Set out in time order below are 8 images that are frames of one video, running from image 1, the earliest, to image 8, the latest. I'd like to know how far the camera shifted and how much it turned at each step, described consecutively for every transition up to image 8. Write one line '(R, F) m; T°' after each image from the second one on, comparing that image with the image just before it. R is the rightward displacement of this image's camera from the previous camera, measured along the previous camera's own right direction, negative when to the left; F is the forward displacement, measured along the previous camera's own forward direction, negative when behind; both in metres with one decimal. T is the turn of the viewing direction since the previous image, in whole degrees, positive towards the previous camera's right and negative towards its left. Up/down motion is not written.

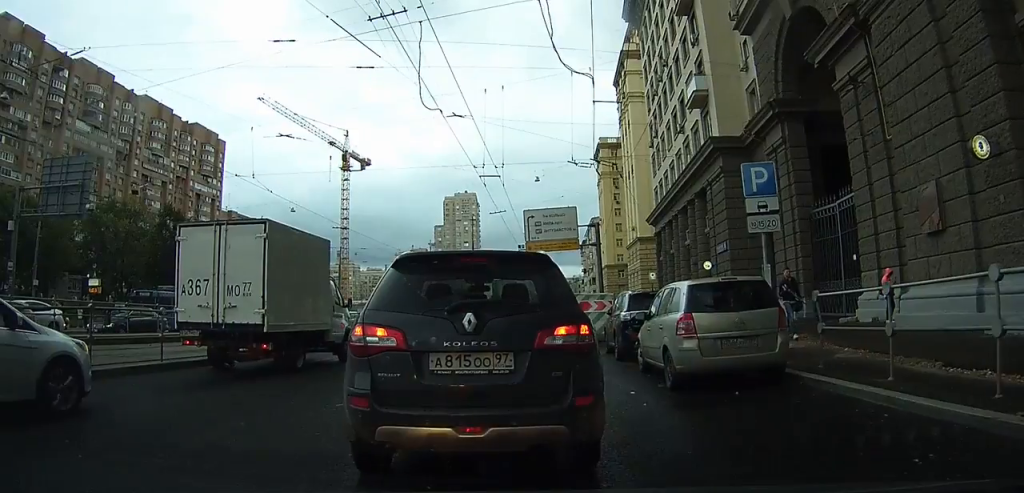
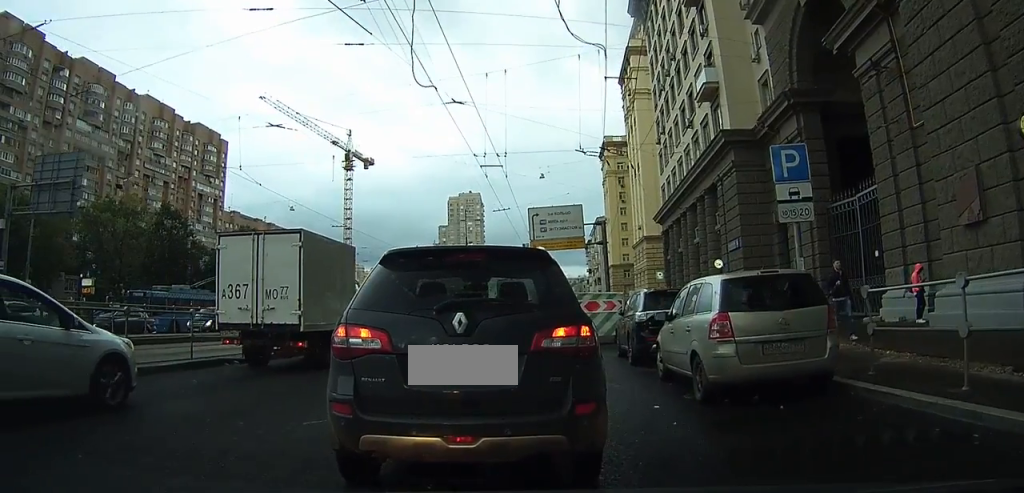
(0.0, +1.2) m; 0°
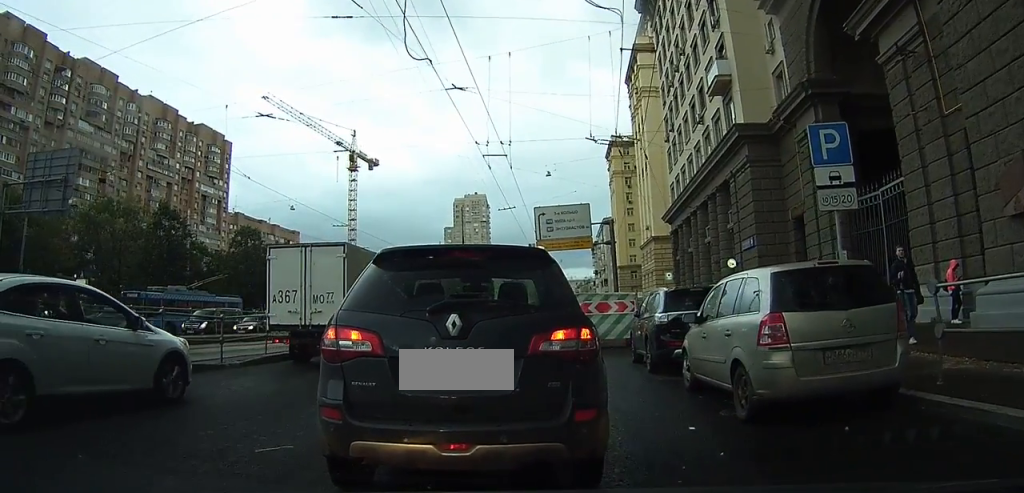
(0.0, +1.4) m; +2°
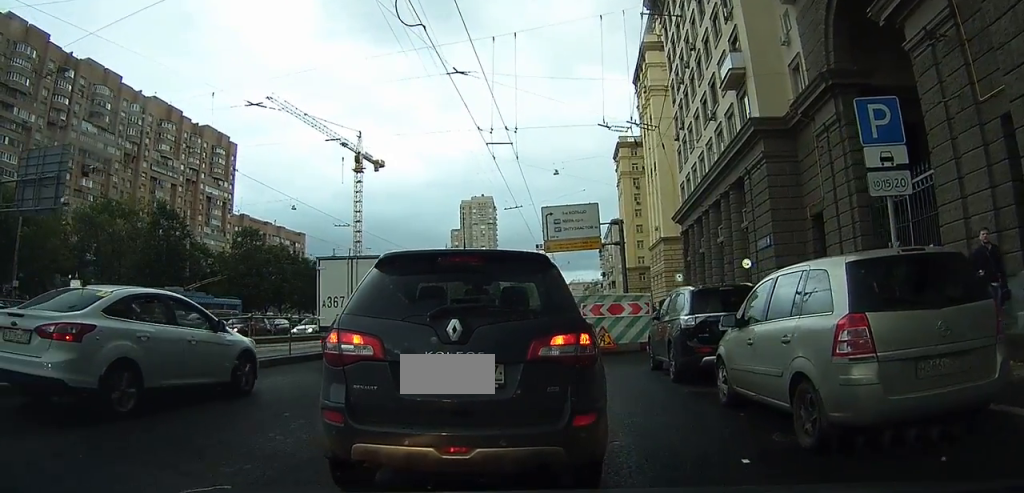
(0.0, +1.4) m; +3°
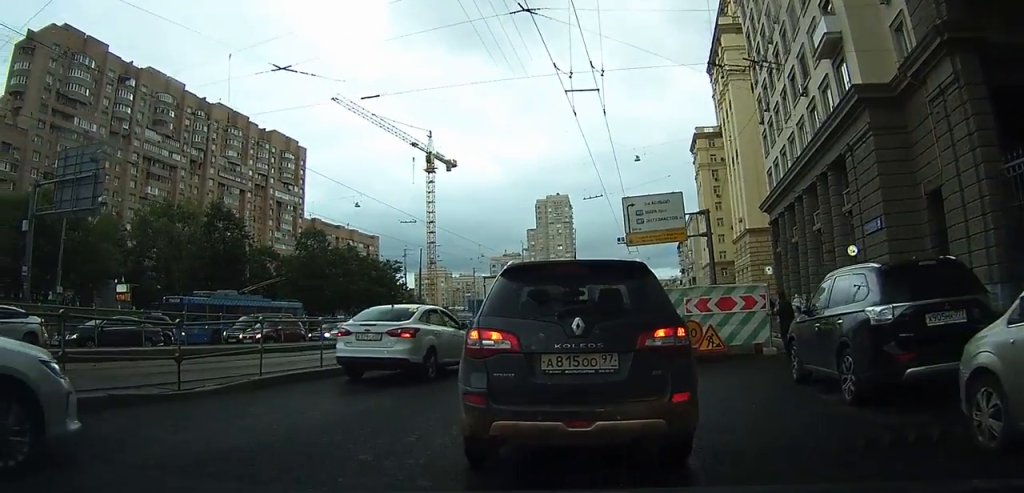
(0.0, +3.5) m; -3°
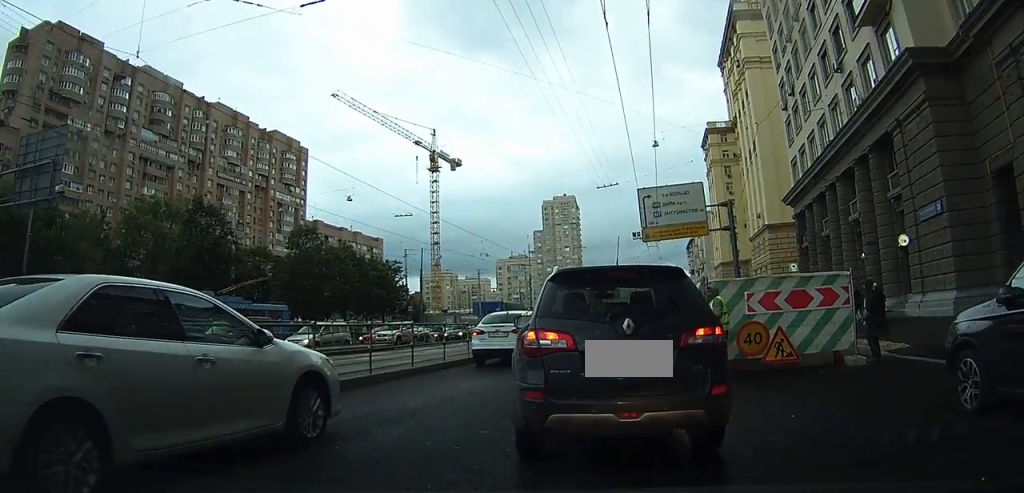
(0.0, +3.7) m; -3°
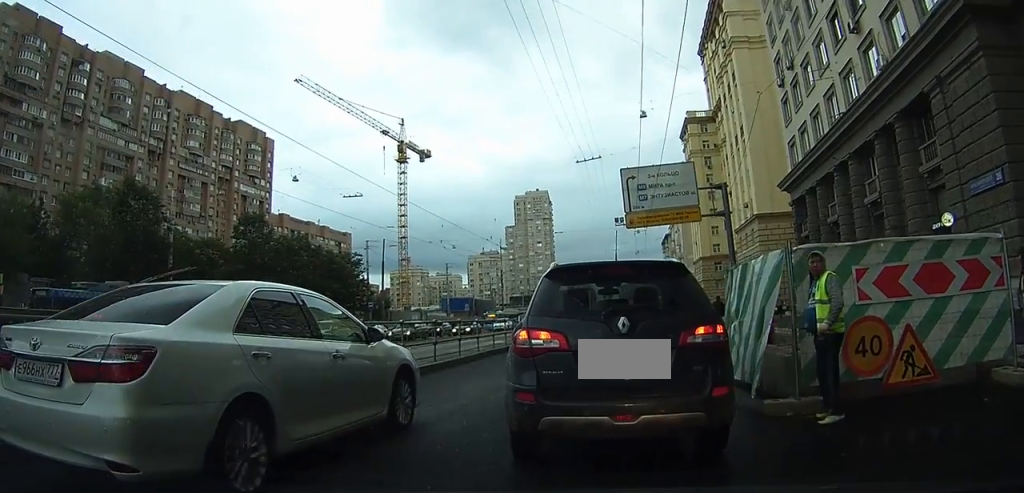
(-0.3, +4.7) m; -2°
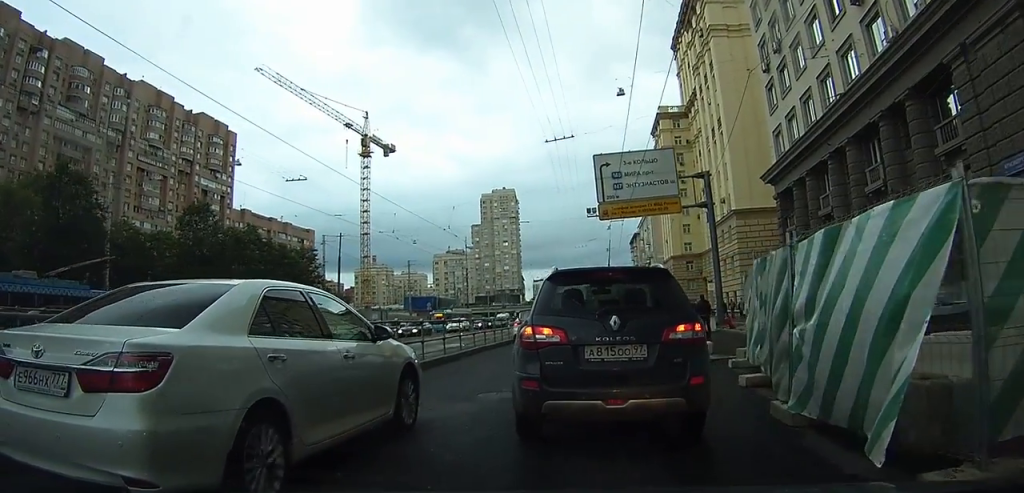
(0.0, +3.7) m; +5°
